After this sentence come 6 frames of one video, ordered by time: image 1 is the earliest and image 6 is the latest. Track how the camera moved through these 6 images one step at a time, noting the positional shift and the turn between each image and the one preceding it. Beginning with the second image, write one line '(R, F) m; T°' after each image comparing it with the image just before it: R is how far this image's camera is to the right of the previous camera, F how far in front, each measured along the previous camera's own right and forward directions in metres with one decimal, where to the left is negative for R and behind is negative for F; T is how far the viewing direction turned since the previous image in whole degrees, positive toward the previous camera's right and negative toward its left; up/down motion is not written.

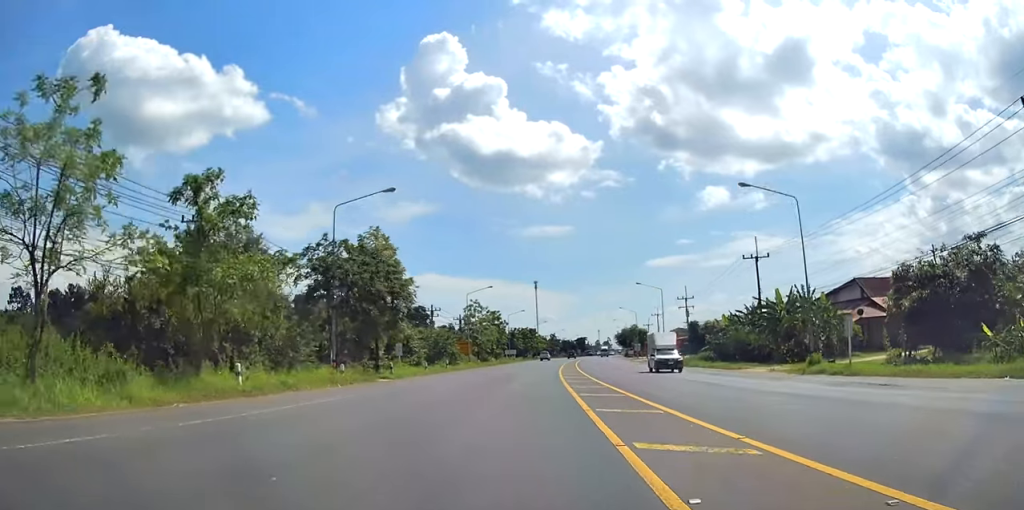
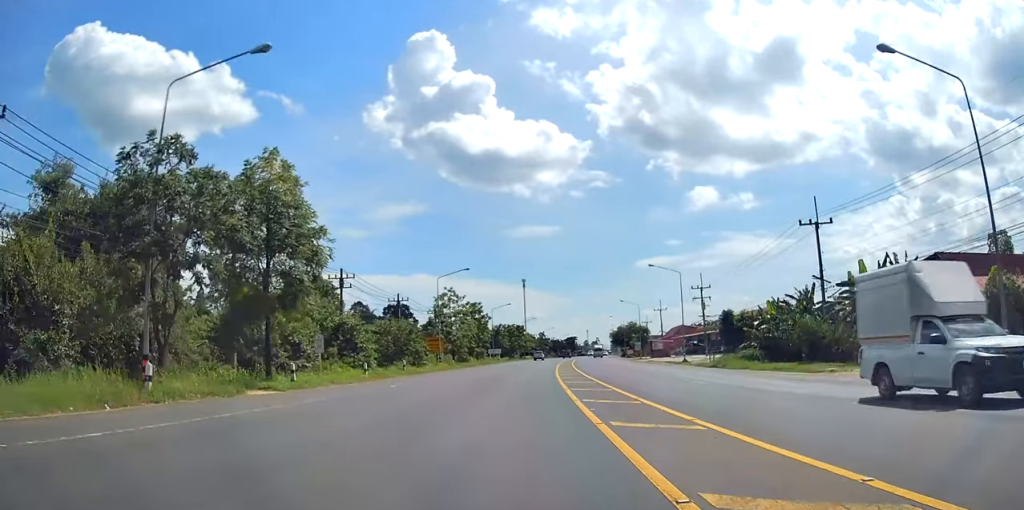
(+0.2, +15.2) m; +1°
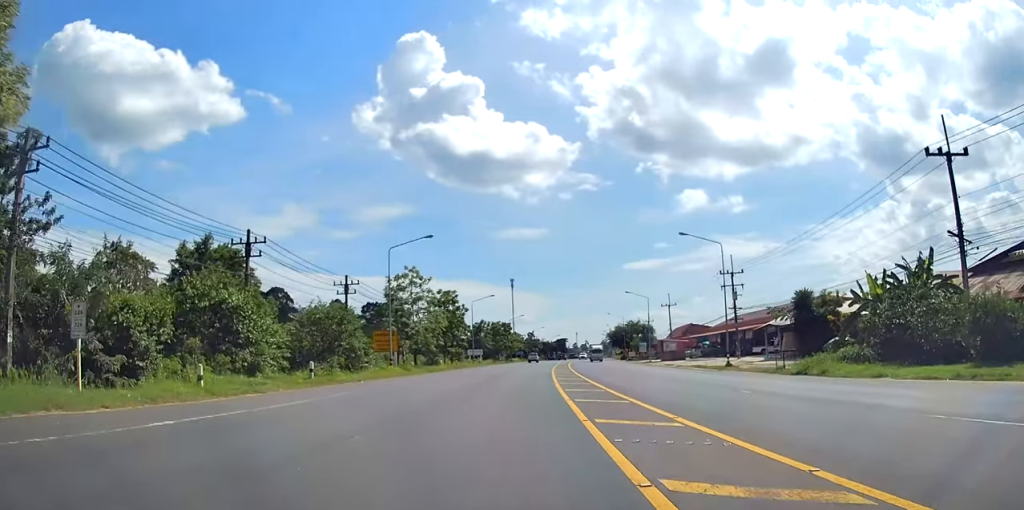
(+0.2, +17.6) m; 0°
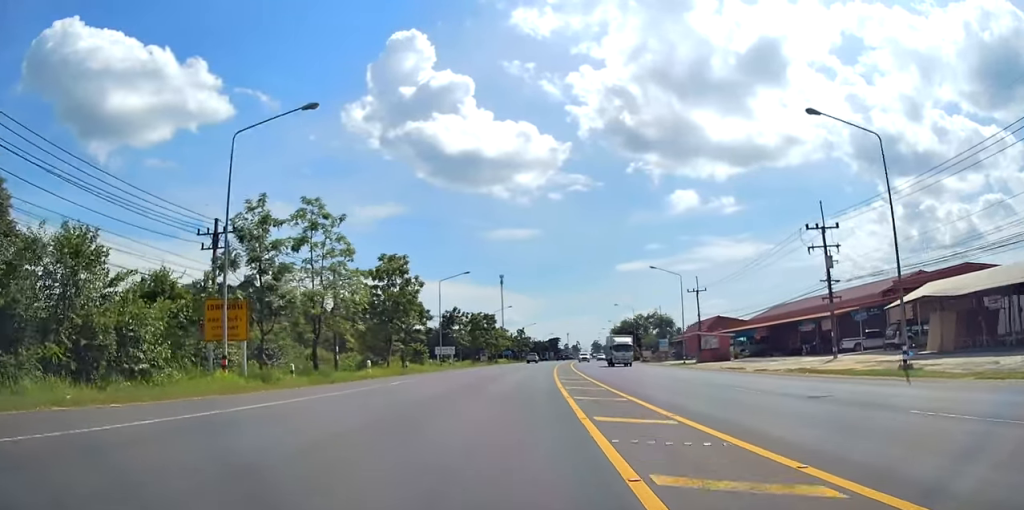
(-0.1, +23.7) m; +2°
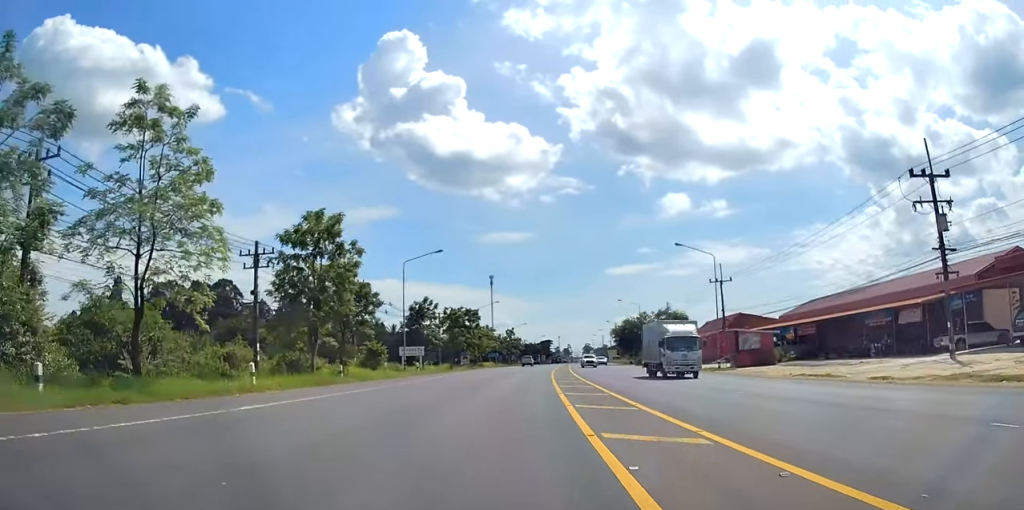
(+0.3, +14.4) m; +1°
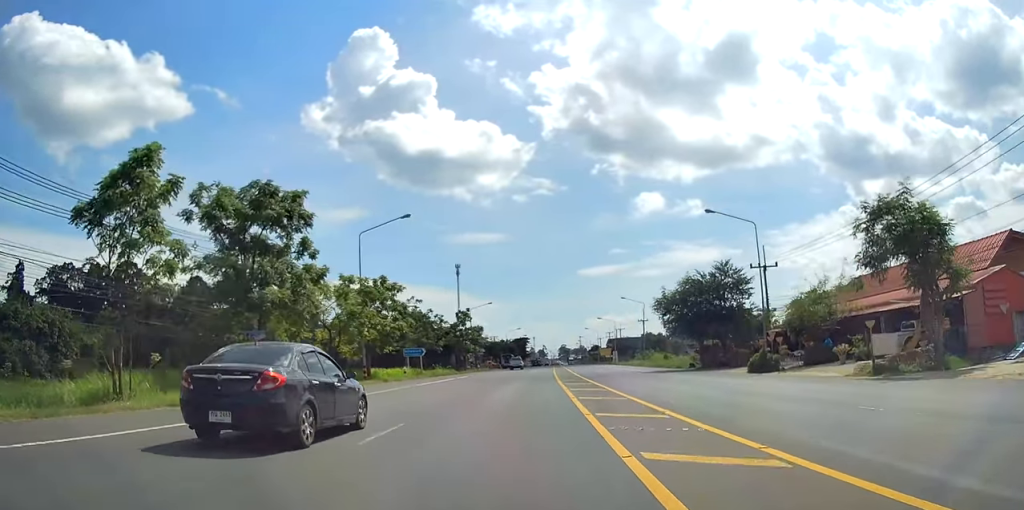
(-0.1, +56.0) m; +1°
